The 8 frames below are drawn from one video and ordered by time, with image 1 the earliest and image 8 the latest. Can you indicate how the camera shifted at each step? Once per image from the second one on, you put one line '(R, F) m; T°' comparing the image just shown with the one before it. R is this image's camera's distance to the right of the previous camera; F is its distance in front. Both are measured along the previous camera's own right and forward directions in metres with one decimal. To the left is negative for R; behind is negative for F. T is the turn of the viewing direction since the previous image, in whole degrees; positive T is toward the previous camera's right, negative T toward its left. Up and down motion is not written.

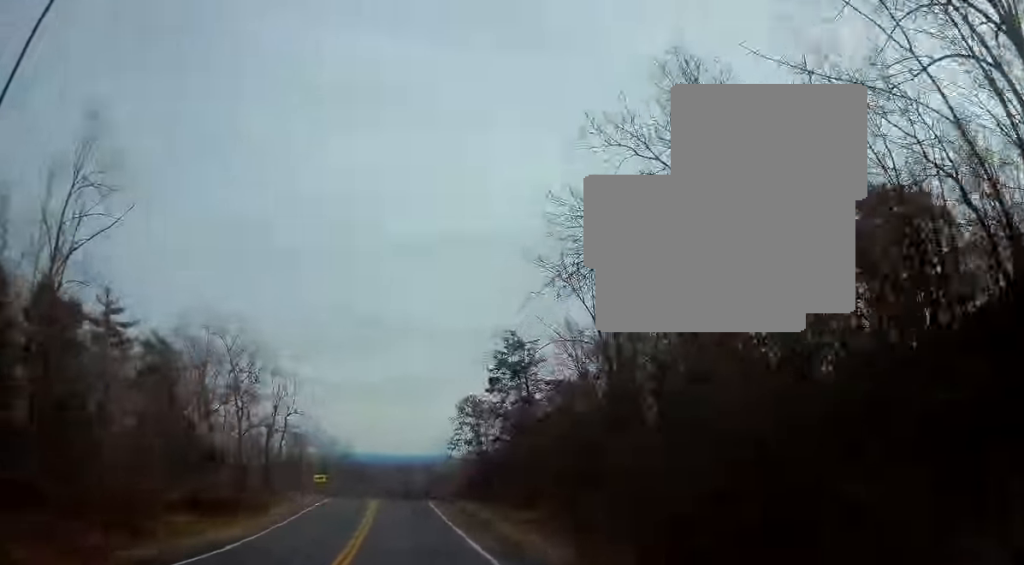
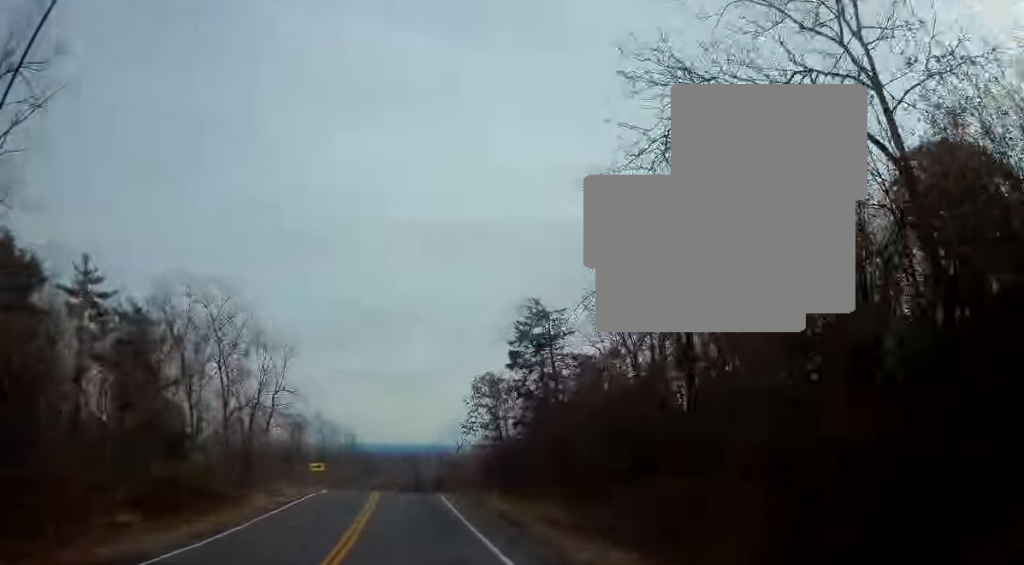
(0.0, +6.9) m; 0°
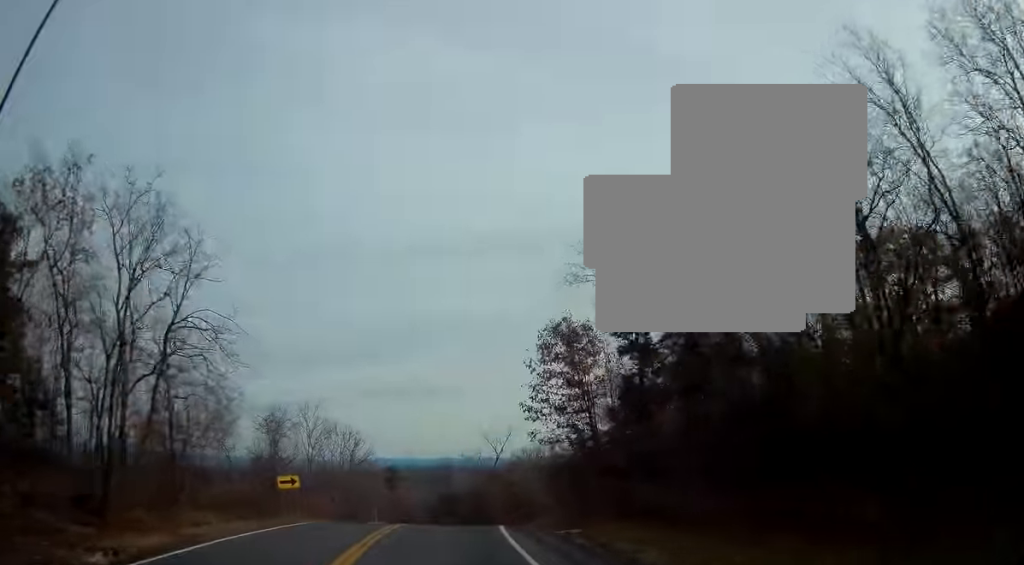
(-0.4, +20.4) m; -3°
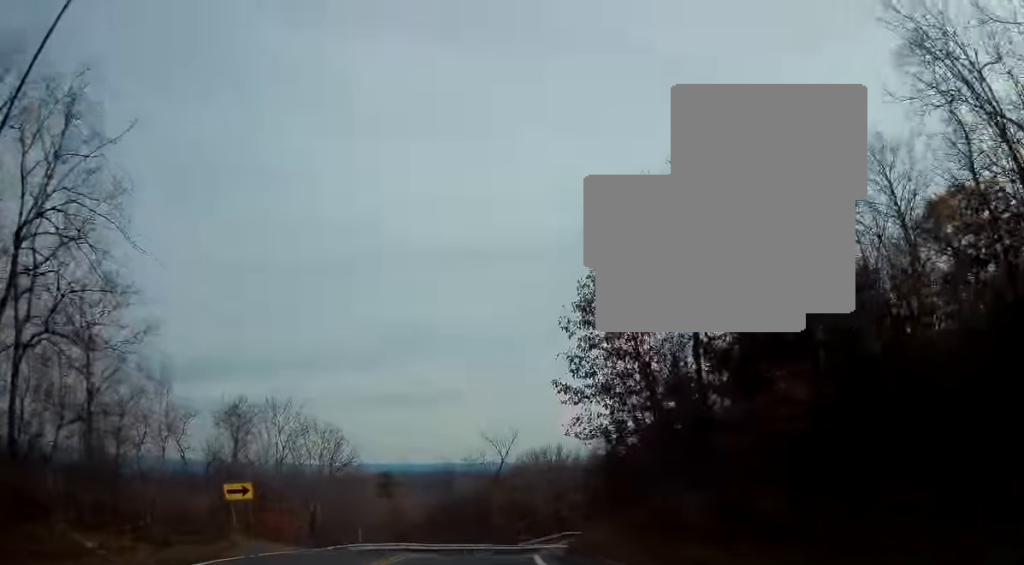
(-0.2, +9.4) m; -2°
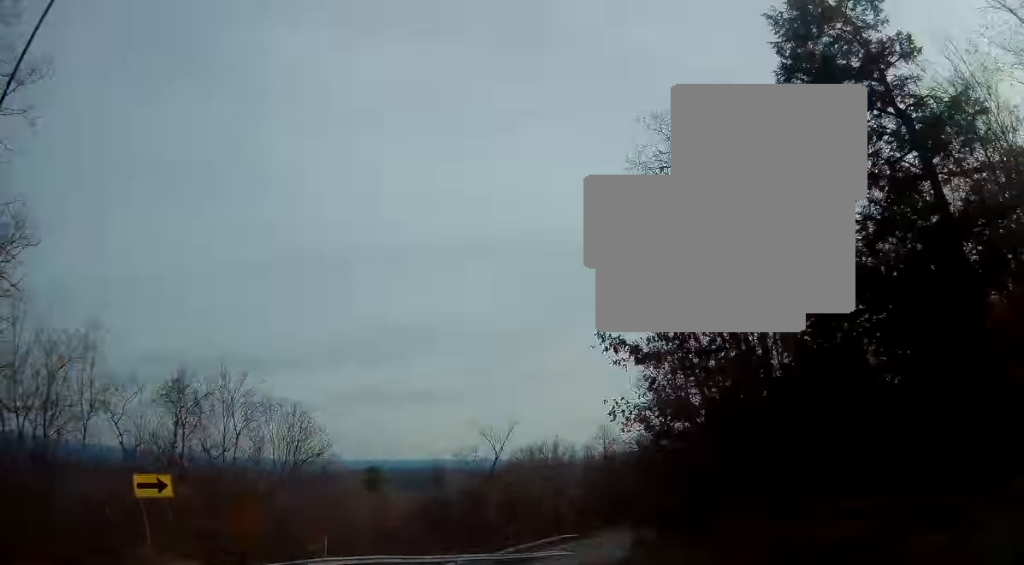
(-0.2, +8.0) m; 0°
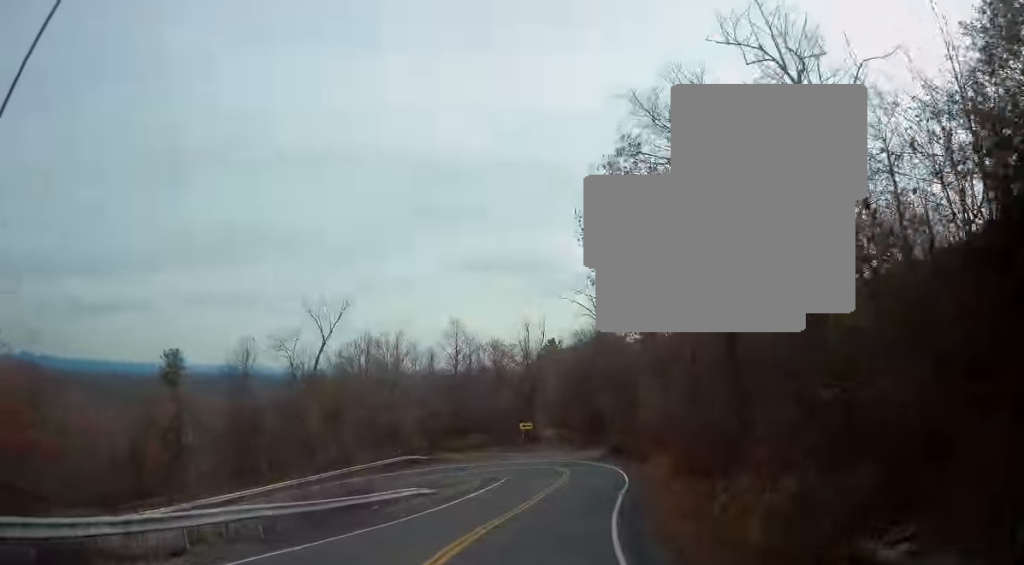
(+2.2, +21.8) m; +15°
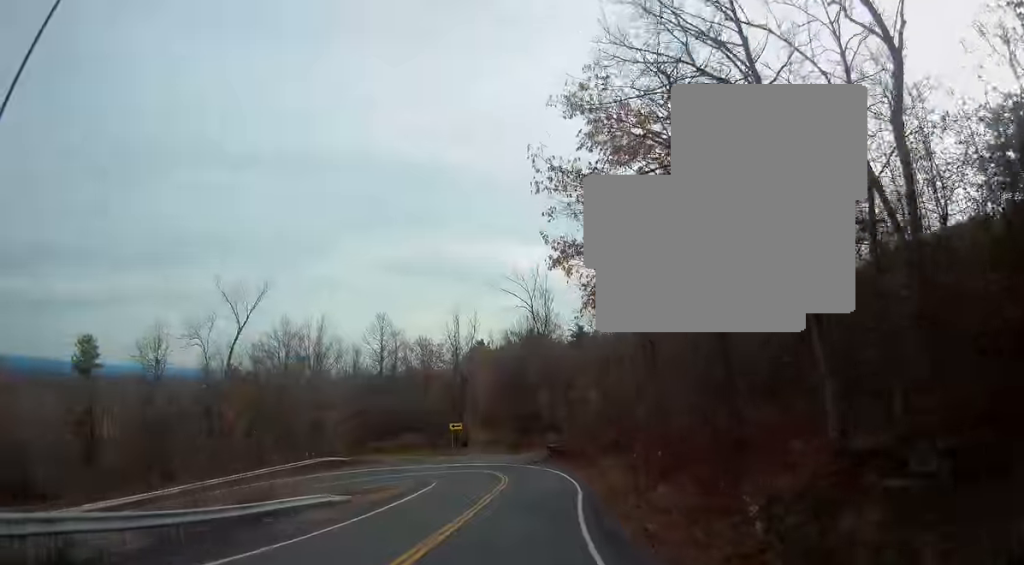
(+0.2, +5.1) m; +6°
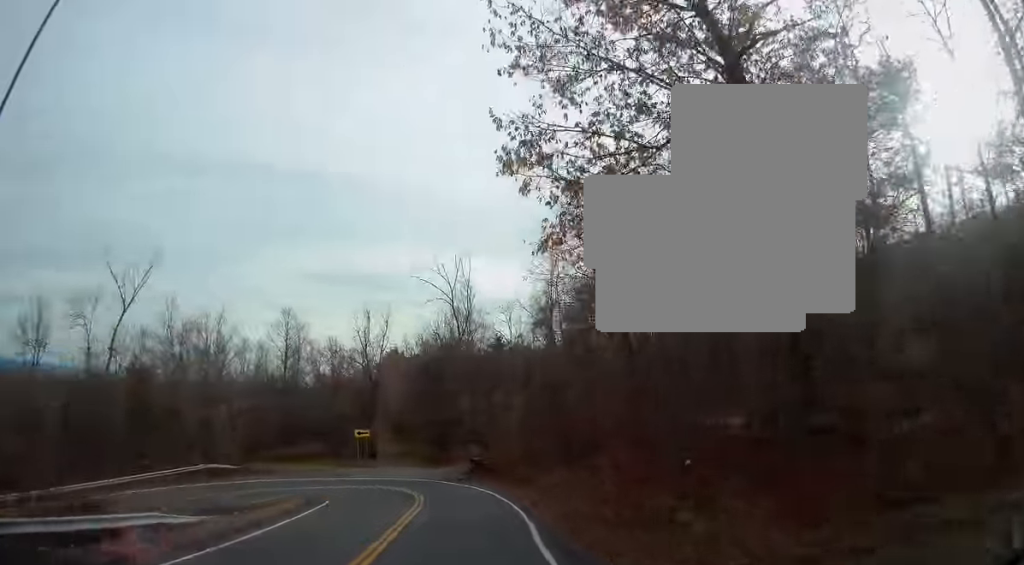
(+0.5, +7.9) m; +9°
